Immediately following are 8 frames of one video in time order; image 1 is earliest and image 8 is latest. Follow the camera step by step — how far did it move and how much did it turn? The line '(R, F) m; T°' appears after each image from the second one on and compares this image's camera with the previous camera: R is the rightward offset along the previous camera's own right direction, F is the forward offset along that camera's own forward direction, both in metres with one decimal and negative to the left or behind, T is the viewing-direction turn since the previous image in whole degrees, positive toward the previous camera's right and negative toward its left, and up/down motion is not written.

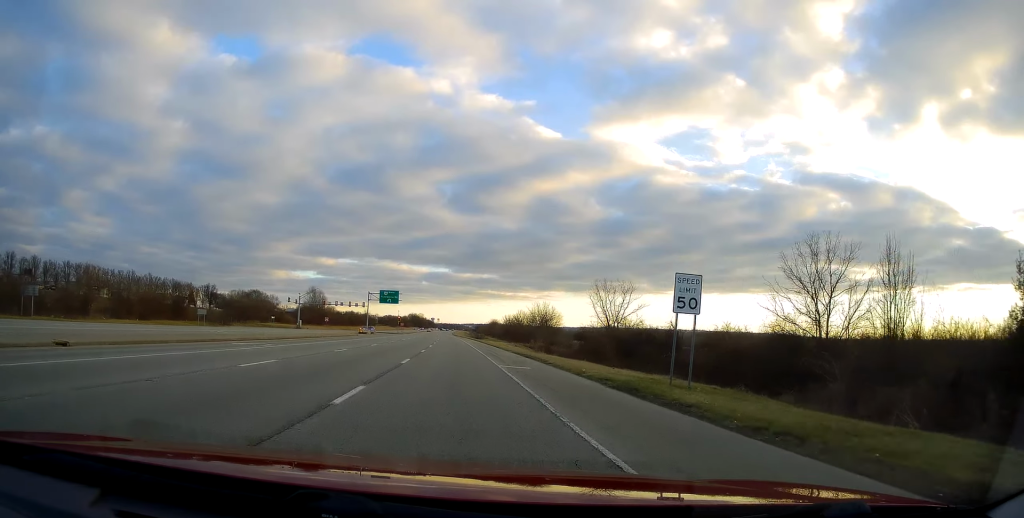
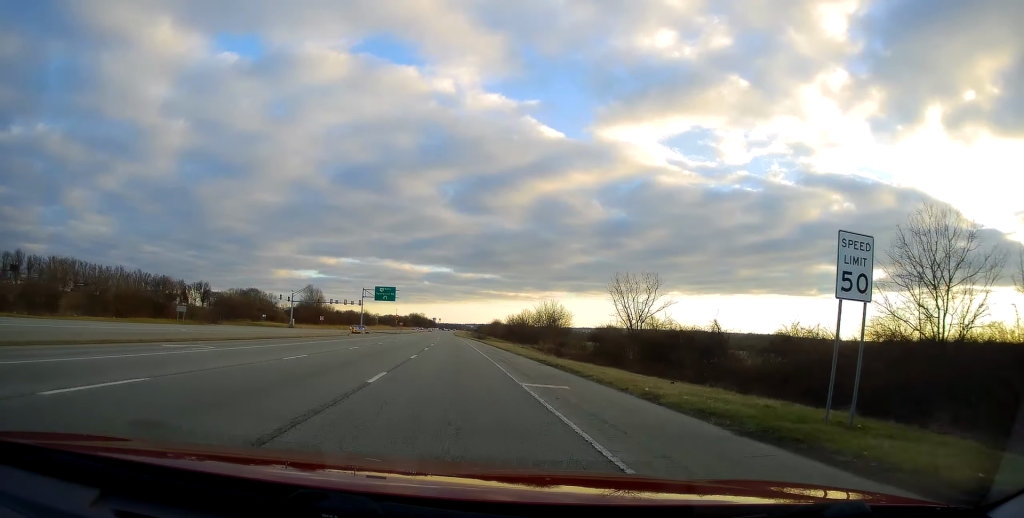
(0.0, +8.4) m; 0°
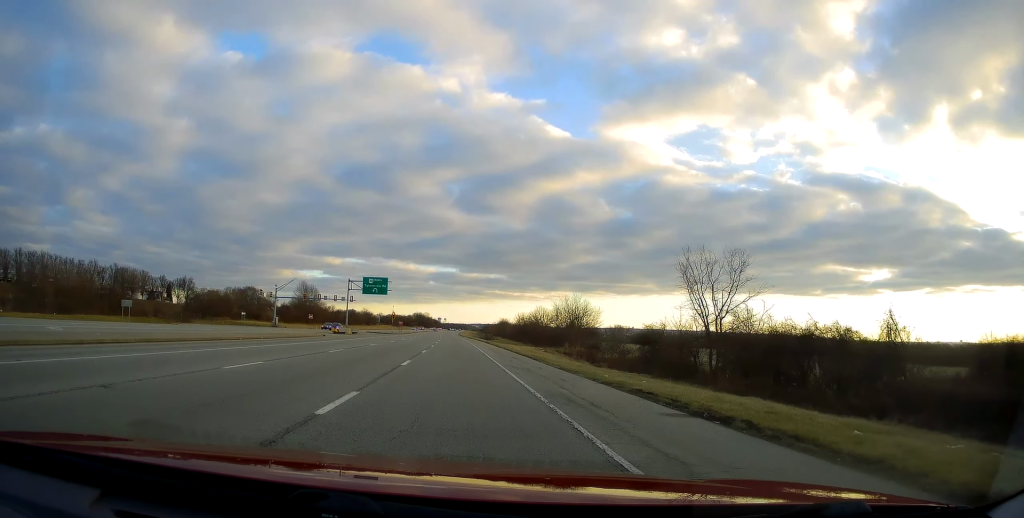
(0.0, +17.8) m; -1°
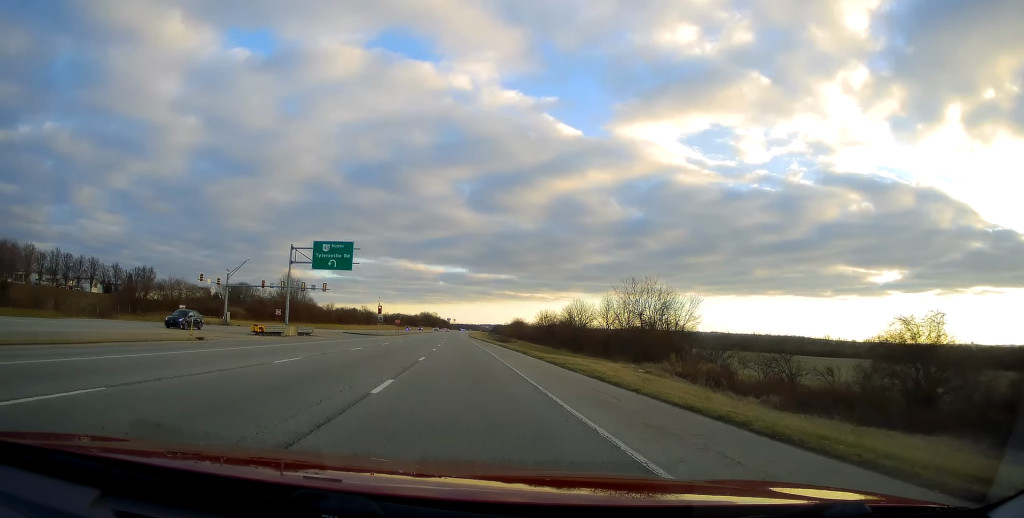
(-0.4, +33.8) m; 0°
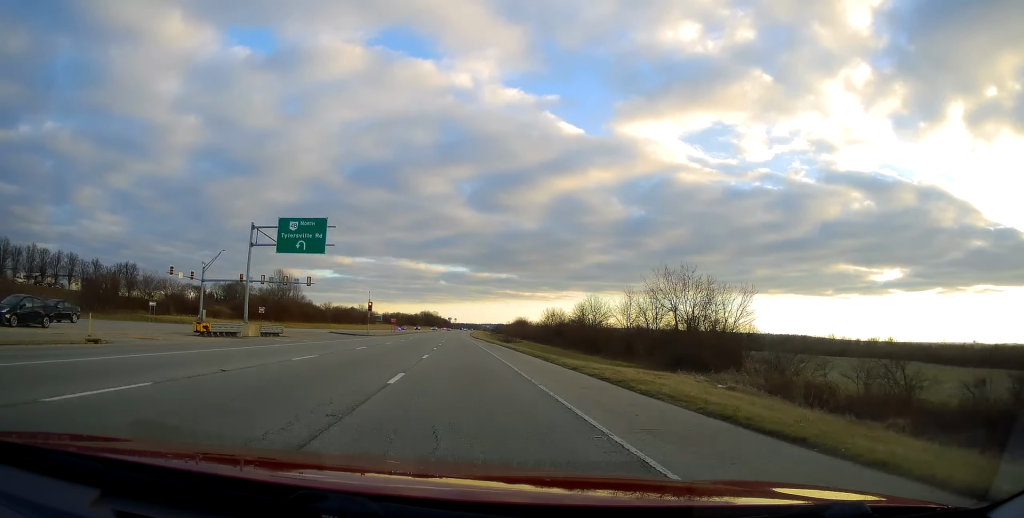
(0.0, +10.5) m; 0°
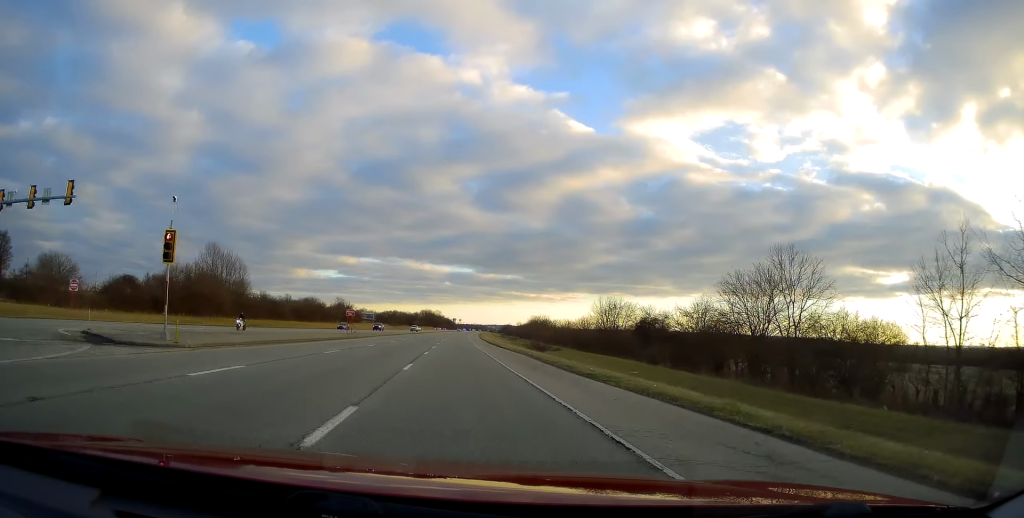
(+0.3, +57.0) m; 0°
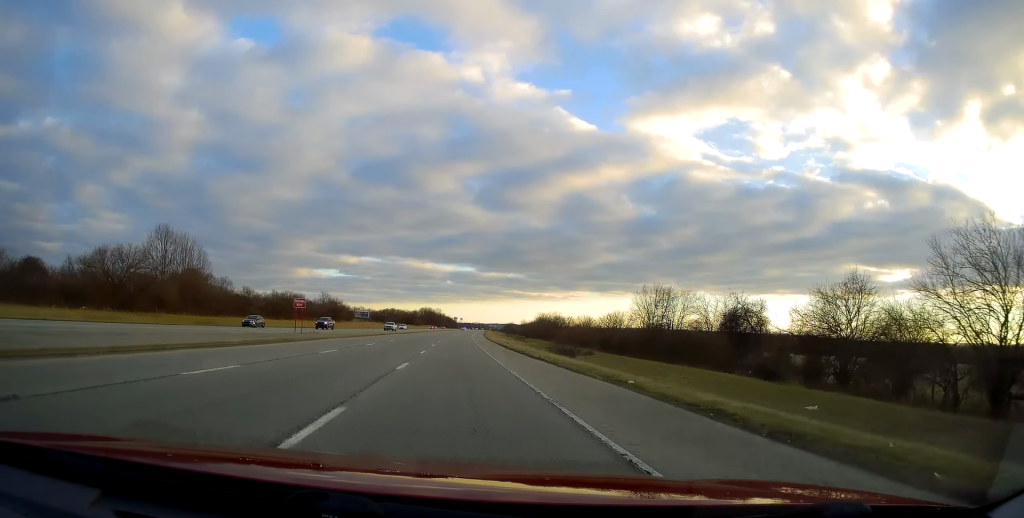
(-0.2, +25.2) m; 0°
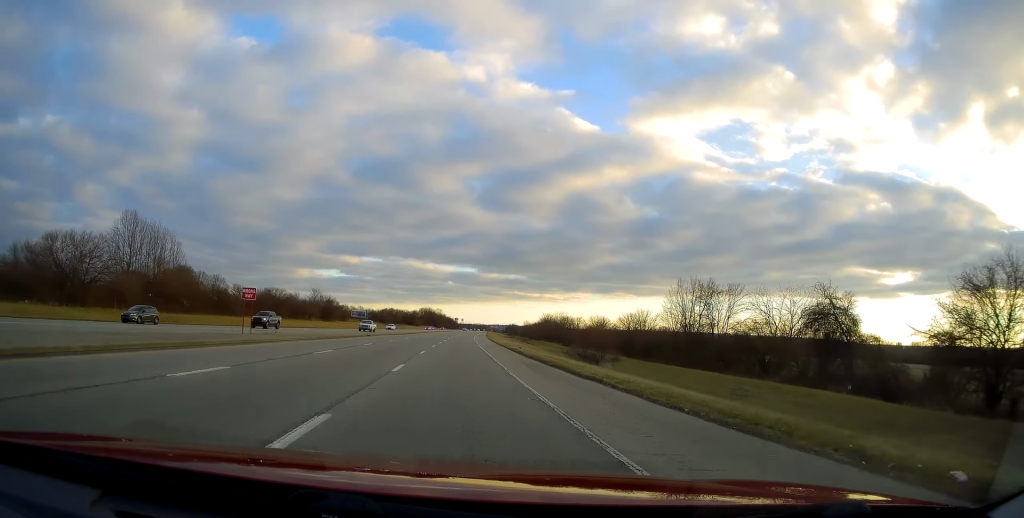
(-0.1, +13.2) m; 0°
